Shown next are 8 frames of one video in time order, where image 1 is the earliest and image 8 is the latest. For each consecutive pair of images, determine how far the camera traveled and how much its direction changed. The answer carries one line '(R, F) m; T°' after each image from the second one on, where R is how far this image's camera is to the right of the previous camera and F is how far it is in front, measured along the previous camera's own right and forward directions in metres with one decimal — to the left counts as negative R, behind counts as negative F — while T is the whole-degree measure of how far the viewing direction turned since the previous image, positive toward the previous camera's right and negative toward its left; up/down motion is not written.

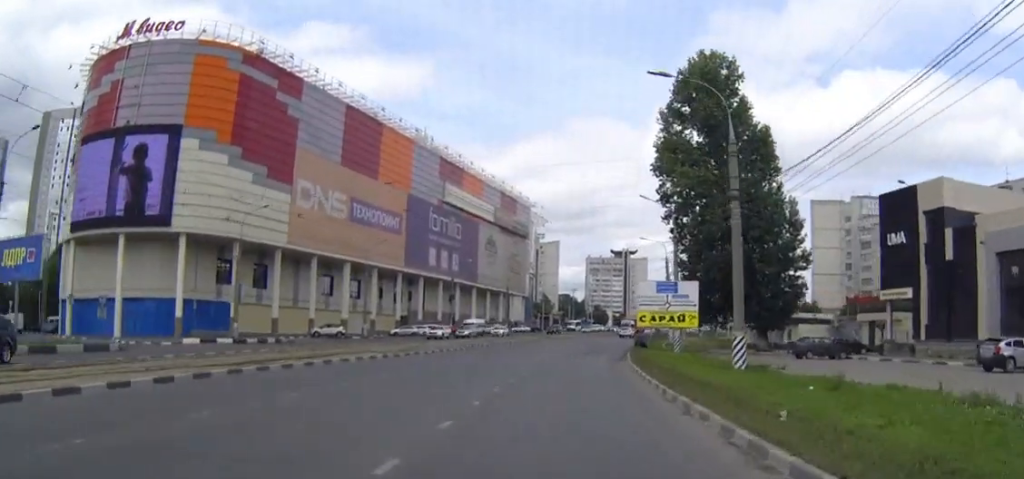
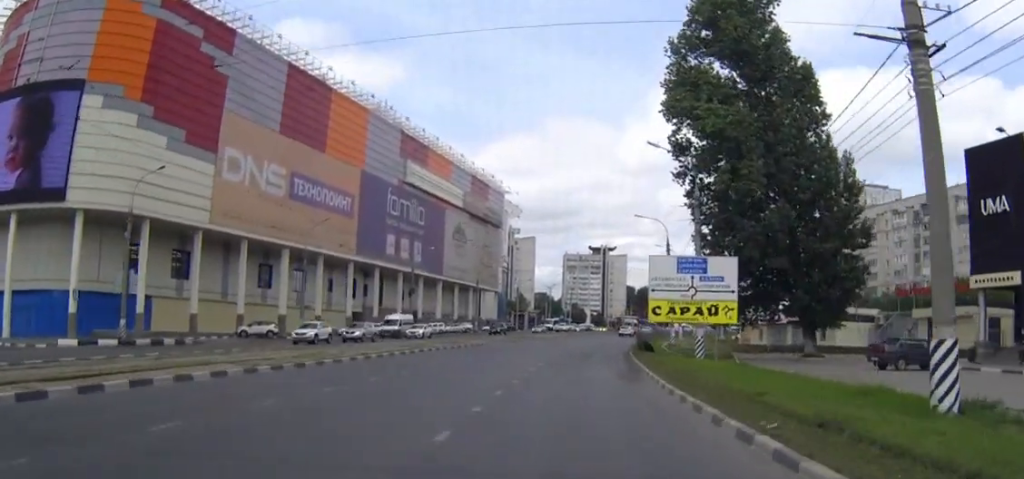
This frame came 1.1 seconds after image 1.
(+0.2, +17.1) m; +1°
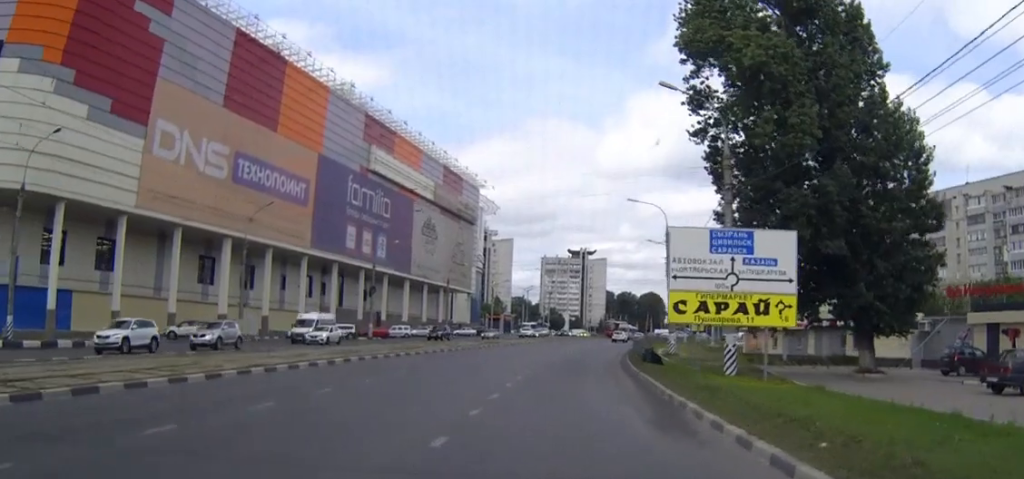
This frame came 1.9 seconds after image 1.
(+0.1, +12.0) m; +1°
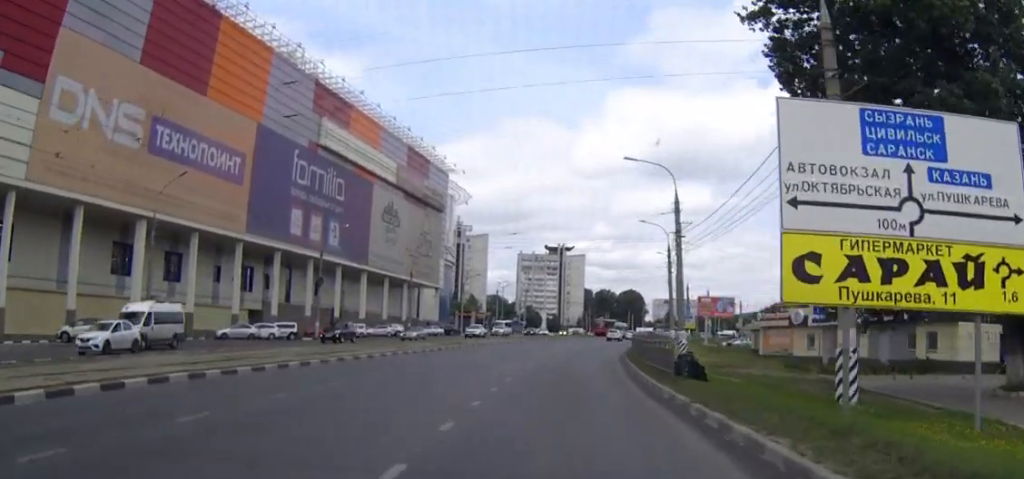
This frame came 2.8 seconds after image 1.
(+0.3, +14.6) m; +1°
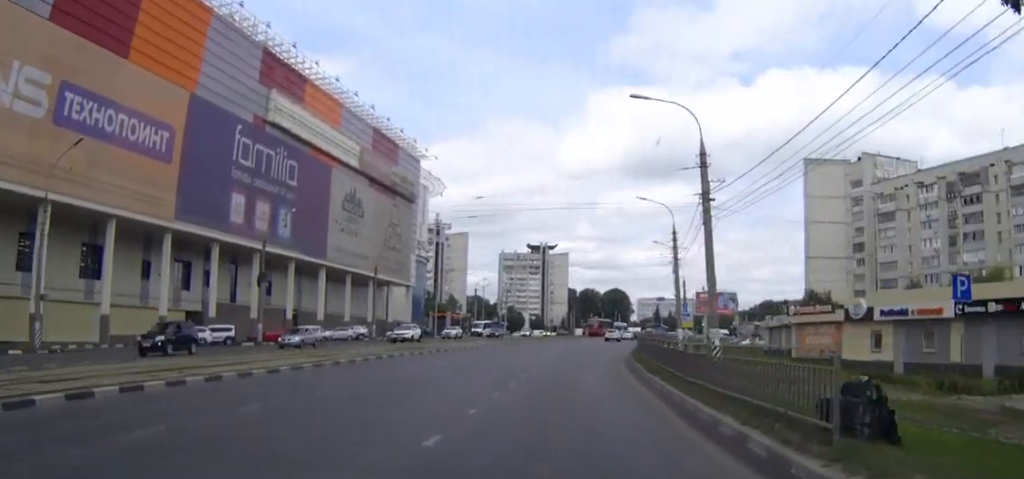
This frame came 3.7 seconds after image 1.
(+0.1, +13.4) m; +1°
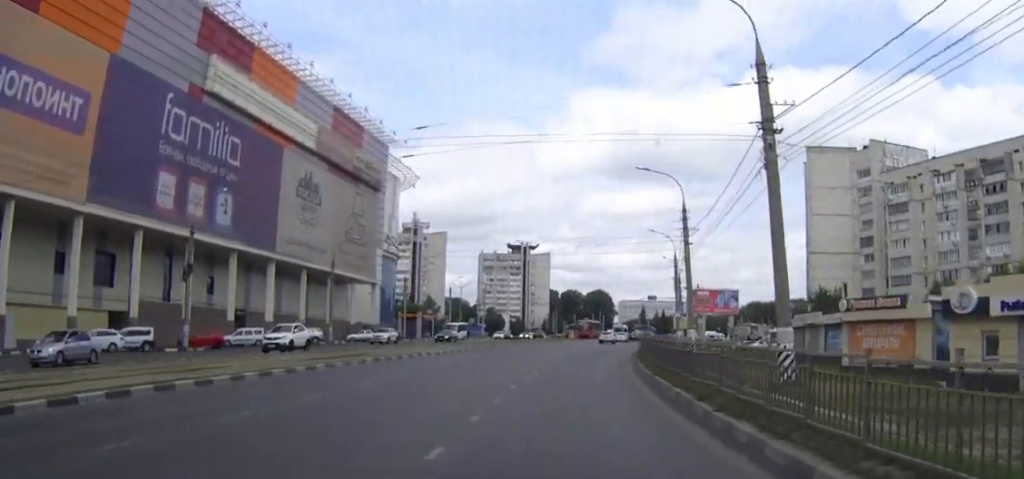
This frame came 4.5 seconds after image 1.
(+0.1, +12.8) m; +1°
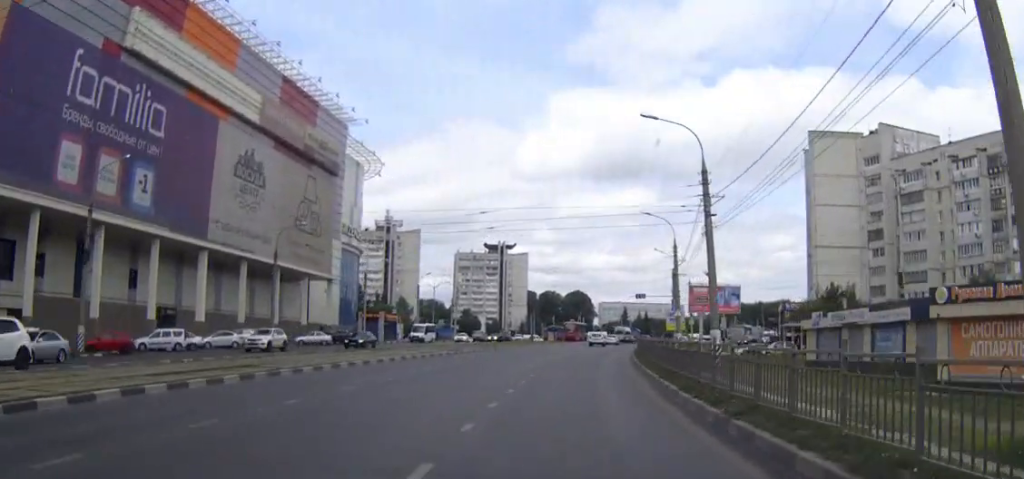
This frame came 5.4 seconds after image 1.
(+0.2, +13.2) m; +2°
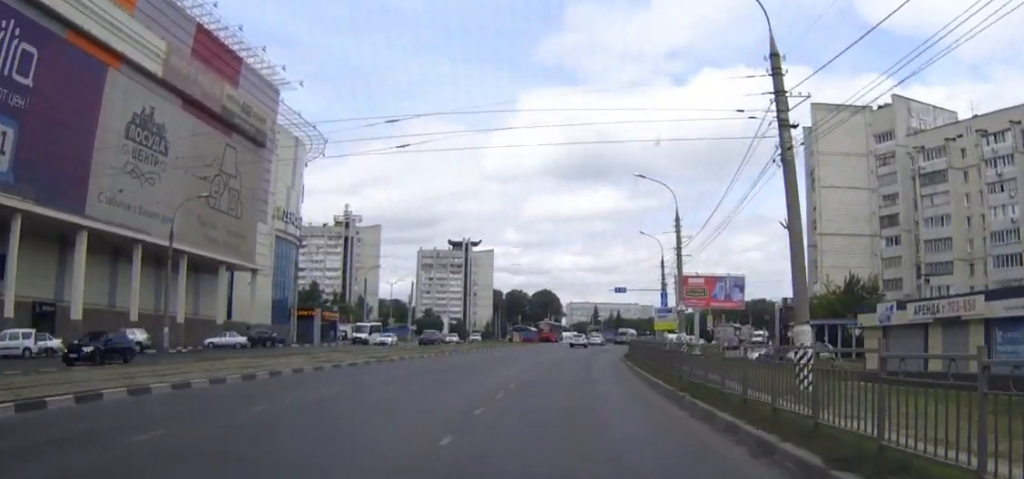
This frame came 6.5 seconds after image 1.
(+0.5, +17.2) m; +2°
